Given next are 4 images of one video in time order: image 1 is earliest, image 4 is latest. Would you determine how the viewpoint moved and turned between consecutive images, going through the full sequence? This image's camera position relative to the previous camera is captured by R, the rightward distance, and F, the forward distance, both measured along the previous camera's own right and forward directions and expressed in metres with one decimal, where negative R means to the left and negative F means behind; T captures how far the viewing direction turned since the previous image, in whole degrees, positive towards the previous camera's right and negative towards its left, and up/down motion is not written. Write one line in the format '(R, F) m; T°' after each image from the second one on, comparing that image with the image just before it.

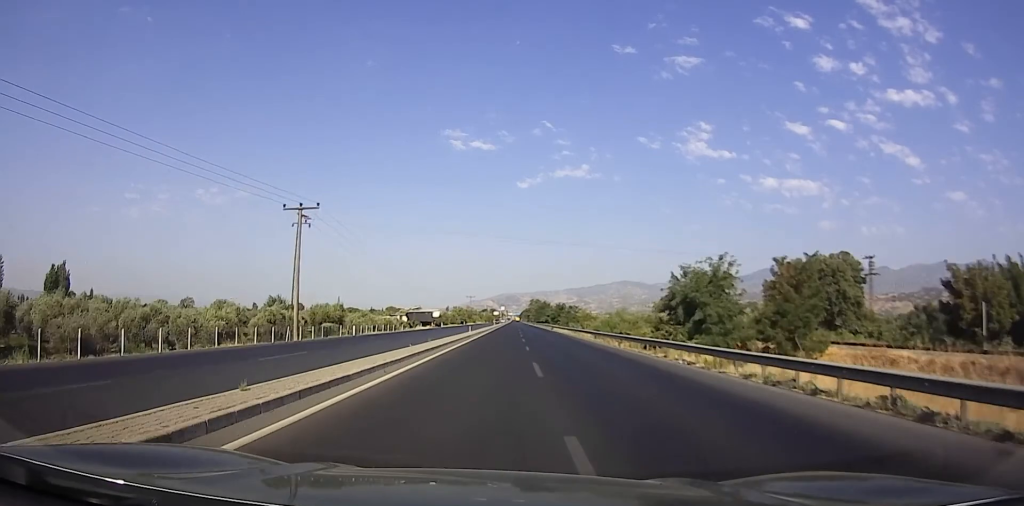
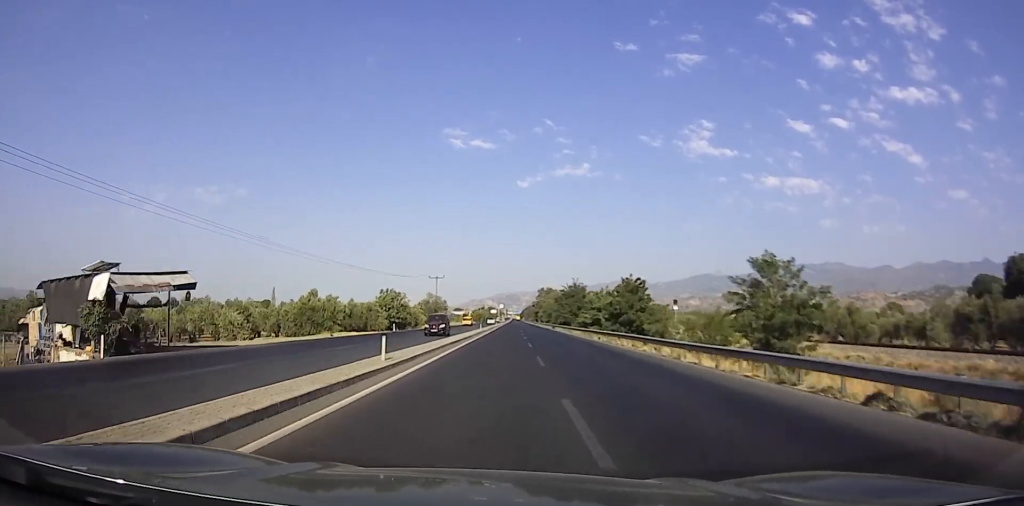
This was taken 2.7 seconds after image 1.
(0.0, +91.6) m; 0°
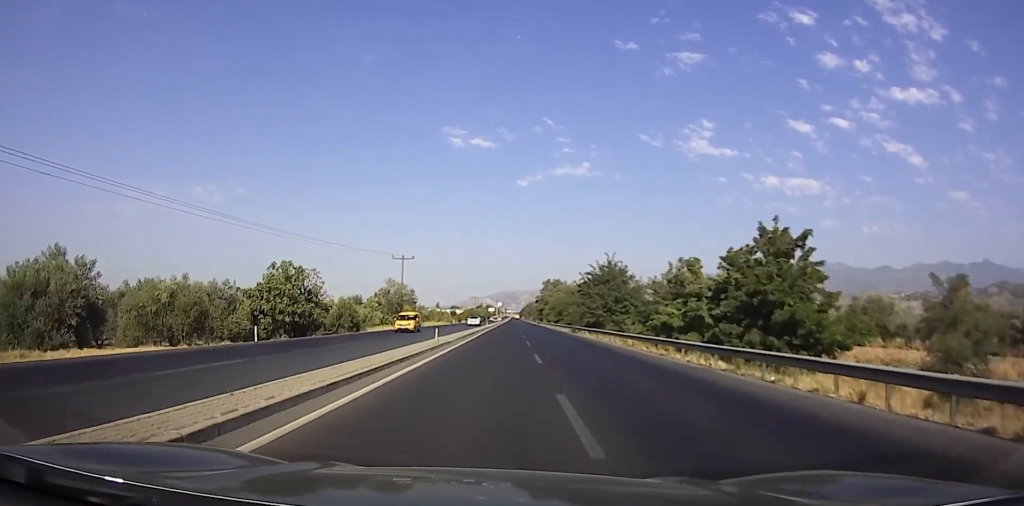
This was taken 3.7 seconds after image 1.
(0.0, +35.2) m; 0°
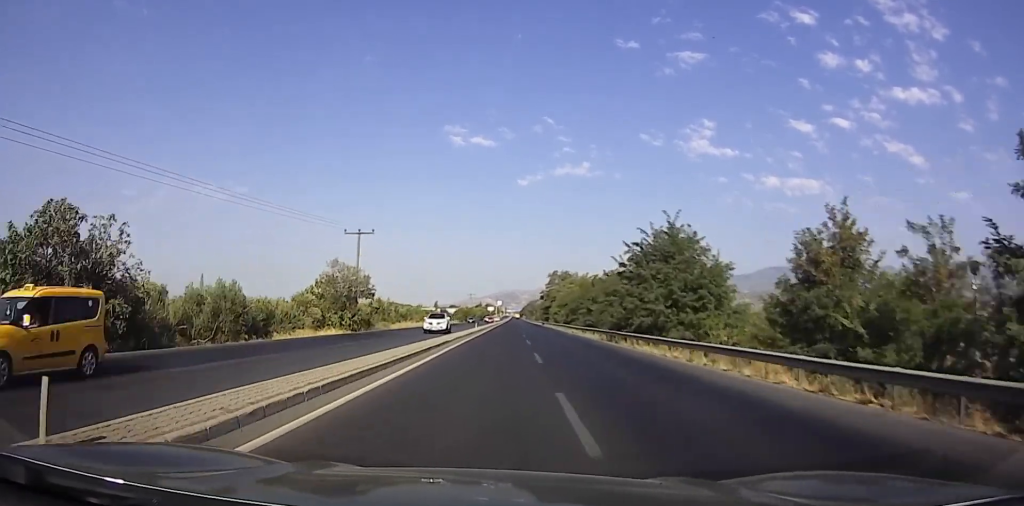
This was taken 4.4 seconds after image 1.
(0.0, +23.7) m; 0°
